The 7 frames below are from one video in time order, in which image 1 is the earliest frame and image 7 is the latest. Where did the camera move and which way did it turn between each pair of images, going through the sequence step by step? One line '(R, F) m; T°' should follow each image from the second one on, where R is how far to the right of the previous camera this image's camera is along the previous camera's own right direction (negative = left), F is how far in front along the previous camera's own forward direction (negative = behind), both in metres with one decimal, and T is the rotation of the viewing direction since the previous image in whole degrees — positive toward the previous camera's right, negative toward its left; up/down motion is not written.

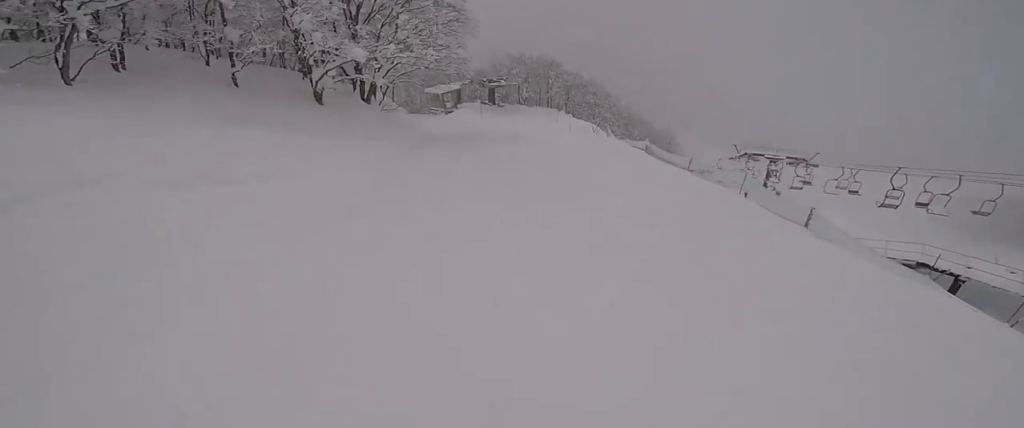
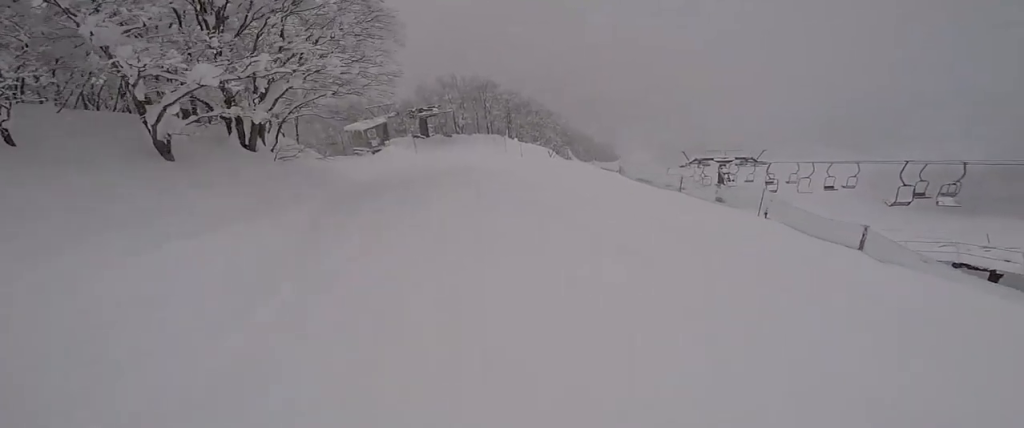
(+1.1, +5.6) m; +4°
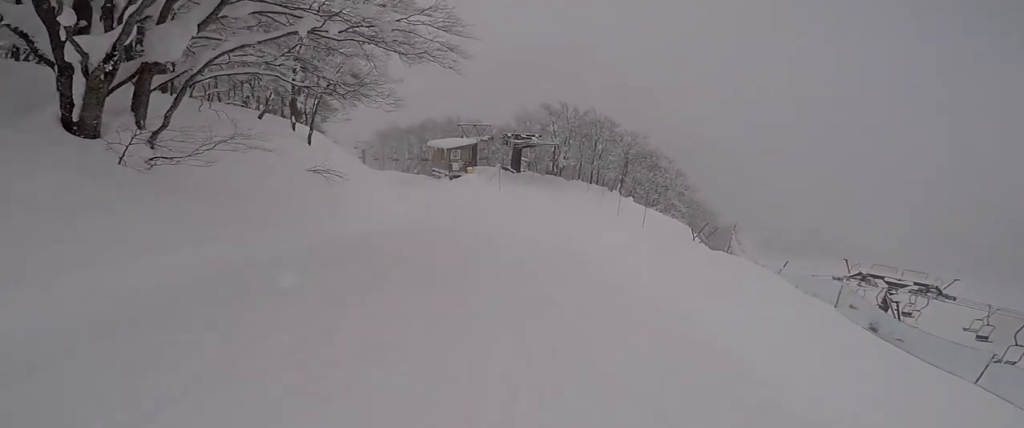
(-1.9, +10.0) m; -14°
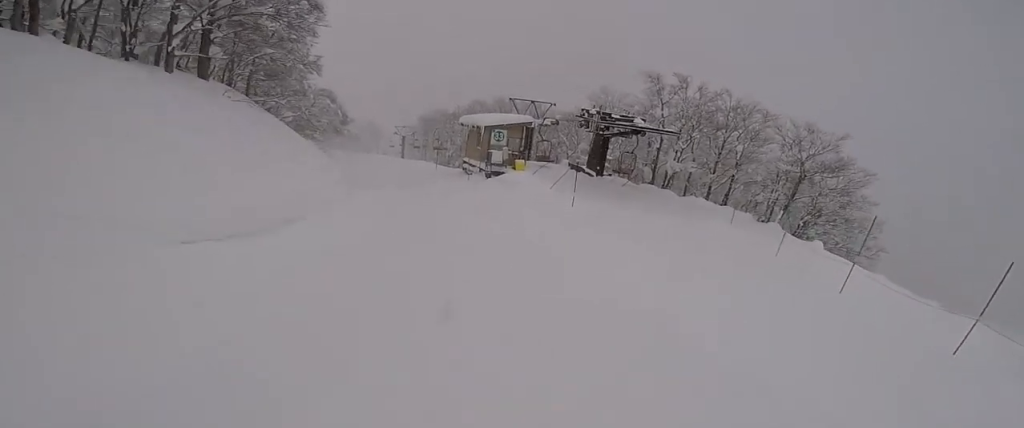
(-0.1, +14.9) m; -4°
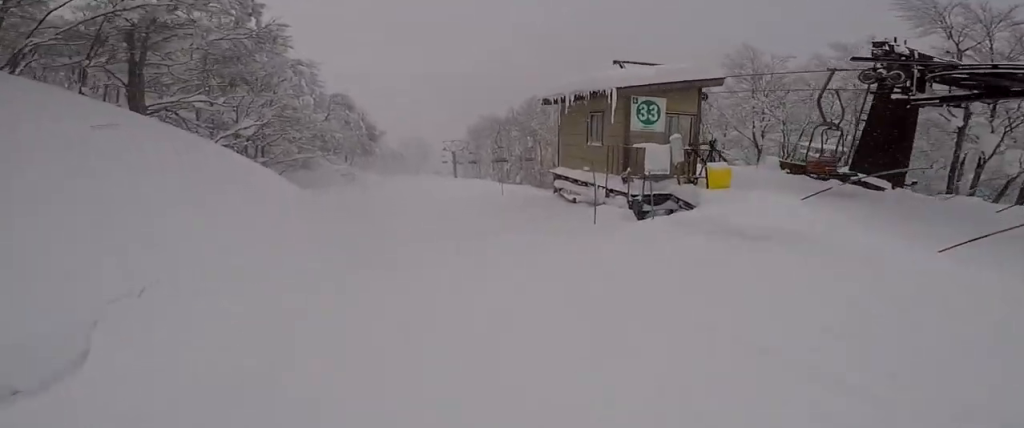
(-1.9, +12.5) m; -15°
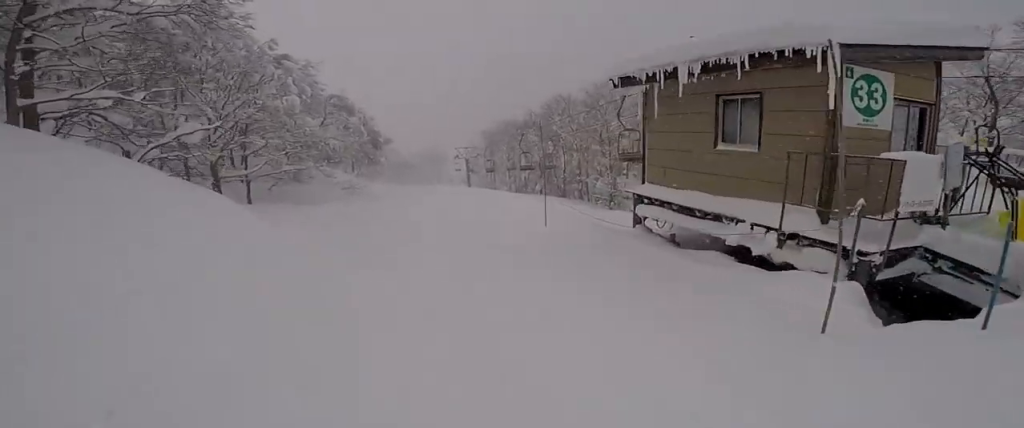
(-0.6, +4.6) m; 0°
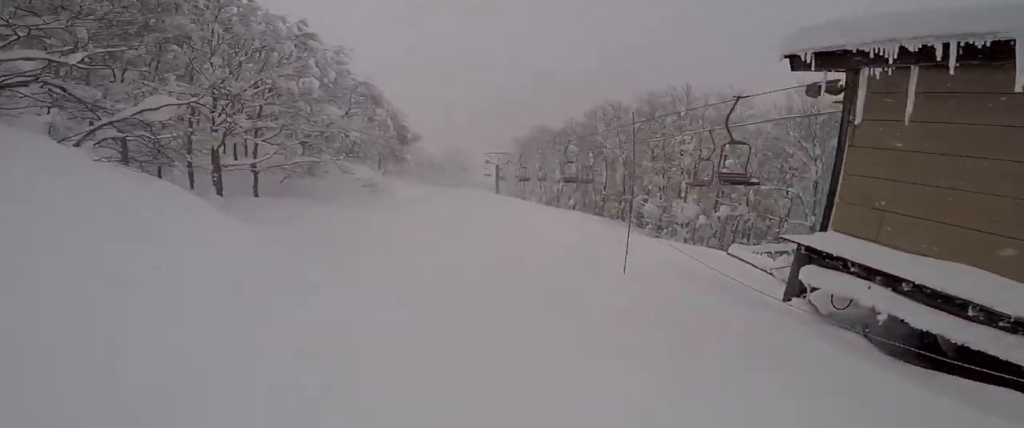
(+0.6, +3.2) m; 0°
